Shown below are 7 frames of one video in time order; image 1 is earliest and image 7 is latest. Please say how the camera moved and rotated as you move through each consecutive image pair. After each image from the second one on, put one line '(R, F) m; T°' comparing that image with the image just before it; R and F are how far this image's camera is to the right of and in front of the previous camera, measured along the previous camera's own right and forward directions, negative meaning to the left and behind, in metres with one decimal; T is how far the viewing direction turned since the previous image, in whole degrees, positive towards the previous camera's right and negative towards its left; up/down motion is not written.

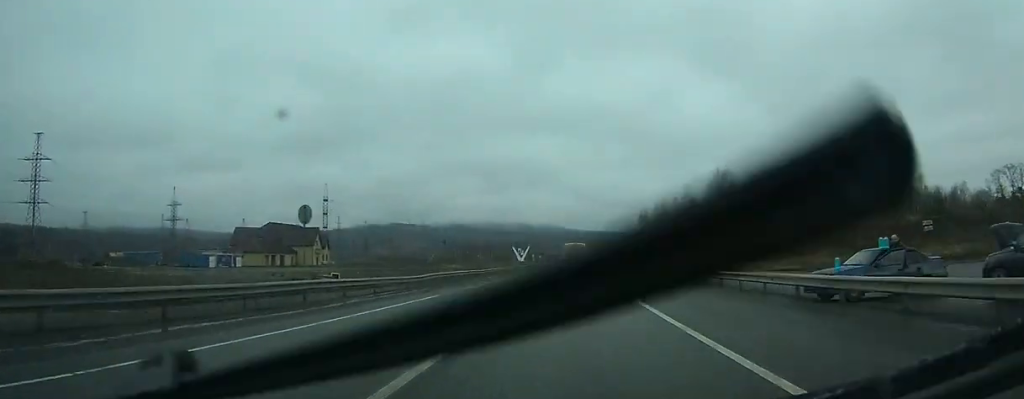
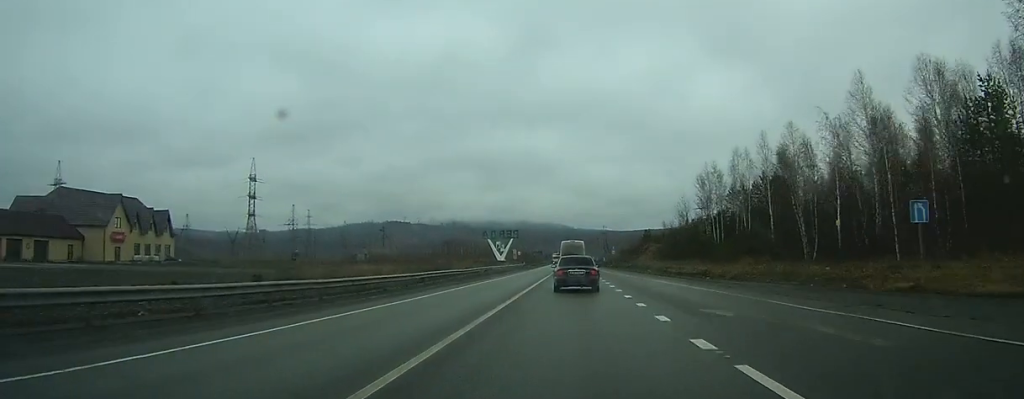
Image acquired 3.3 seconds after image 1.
(-0.3, +74.4) m; -1°
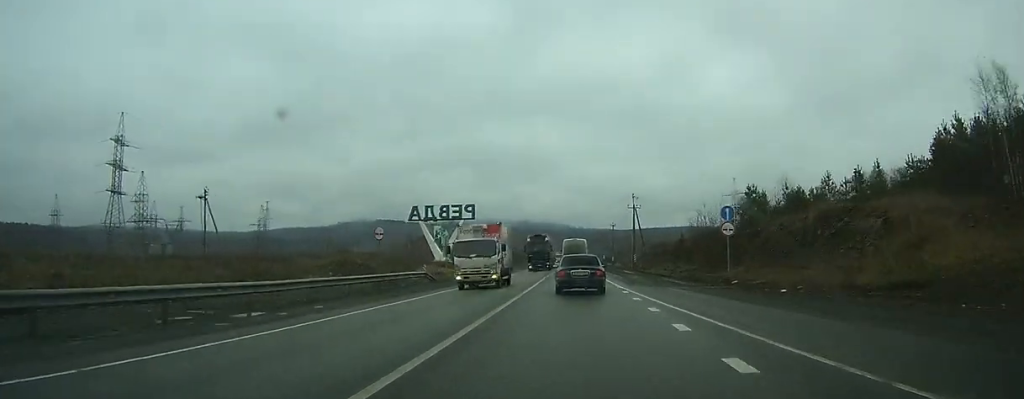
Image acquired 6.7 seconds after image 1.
(-0.2, +77.1) m; 0°
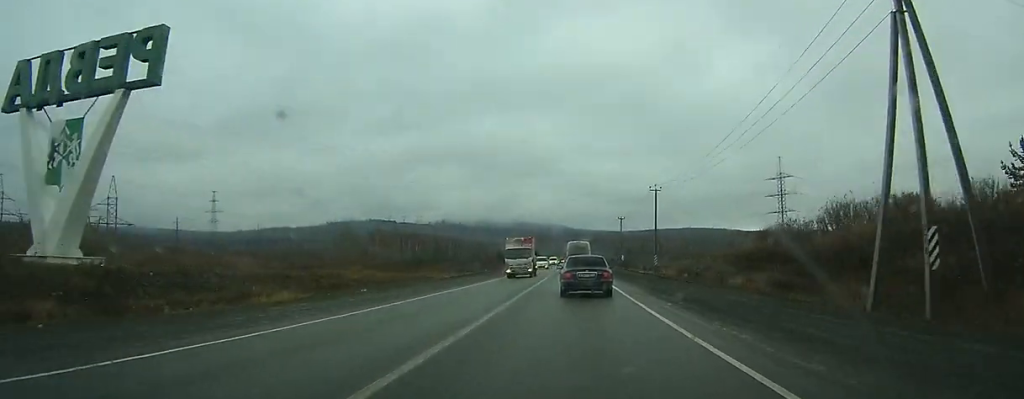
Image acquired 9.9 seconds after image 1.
(0.0, +71.6) m; 0°
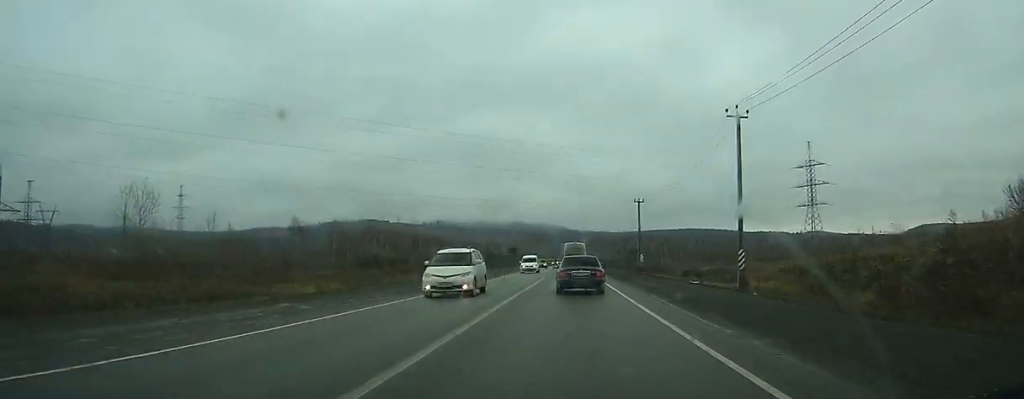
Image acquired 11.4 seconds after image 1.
(+0.2, +34.1) m; +1°
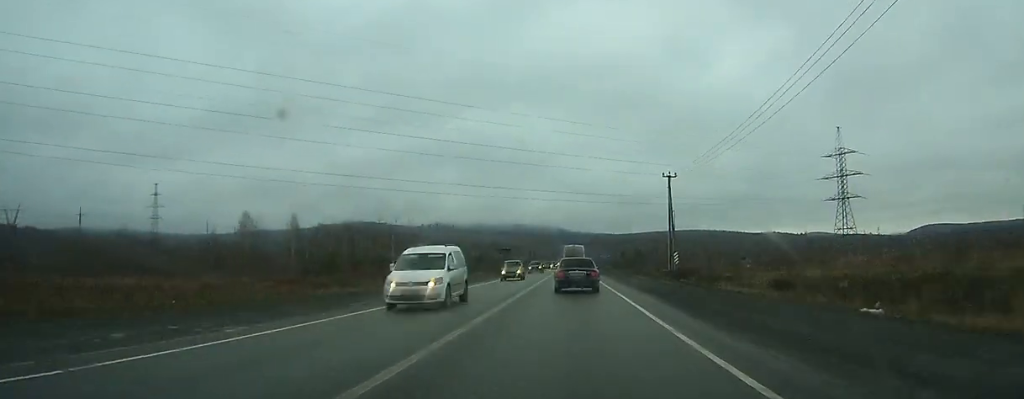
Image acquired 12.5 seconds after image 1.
(+0.1, +25.1) m; 0°
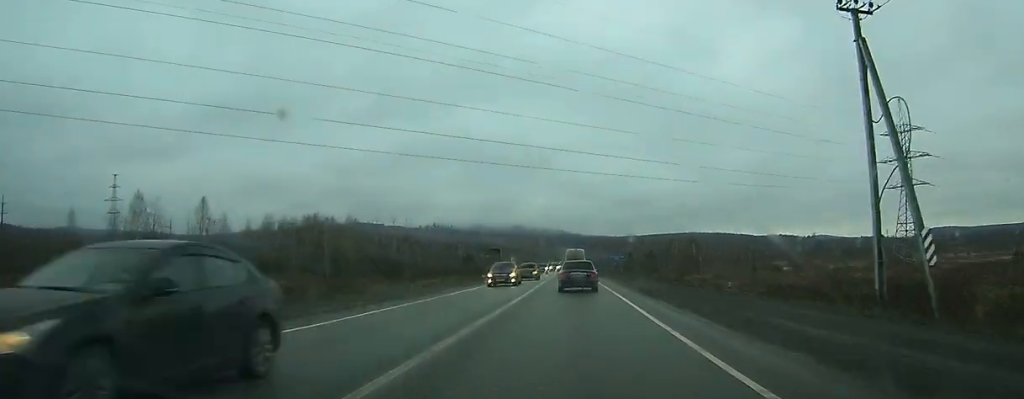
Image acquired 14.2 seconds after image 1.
(+0.2, +37.4) m; 0°
